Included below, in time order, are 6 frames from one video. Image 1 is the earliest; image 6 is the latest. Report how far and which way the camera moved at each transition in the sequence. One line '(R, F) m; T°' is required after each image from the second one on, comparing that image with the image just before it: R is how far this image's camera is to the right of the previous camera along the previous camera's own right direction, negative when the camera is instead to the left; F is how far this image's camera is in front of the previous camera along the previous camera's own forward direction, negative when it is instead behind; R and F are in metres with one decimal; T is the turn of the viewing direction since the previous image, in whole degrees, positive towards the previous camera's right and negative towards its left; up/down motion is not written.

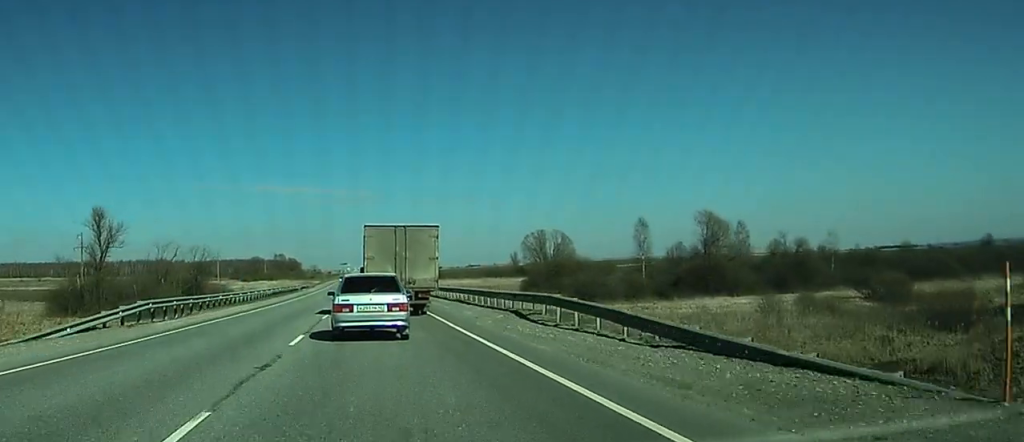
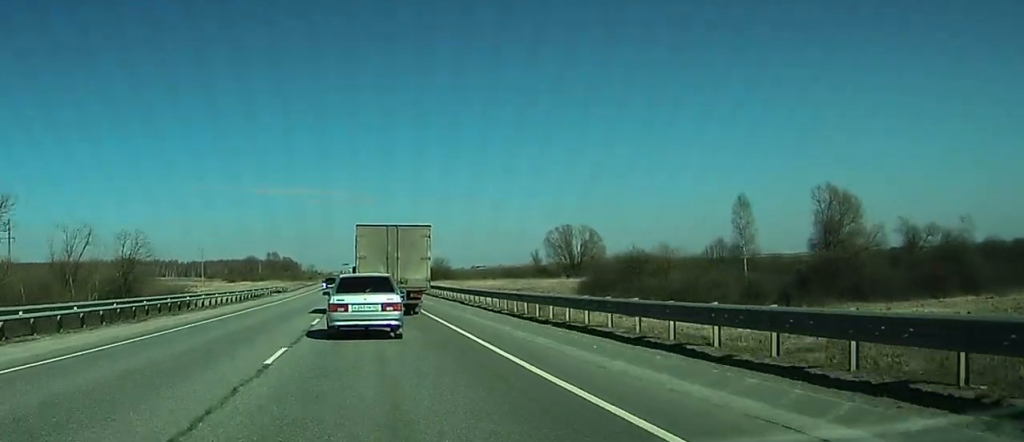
(-0.1, +43.1) m; -1°
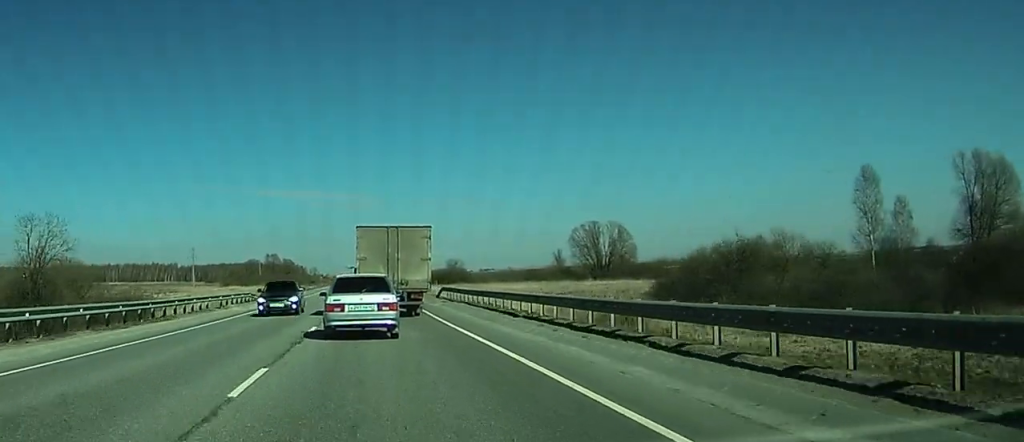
(-0.3, +29.8) m; -1°
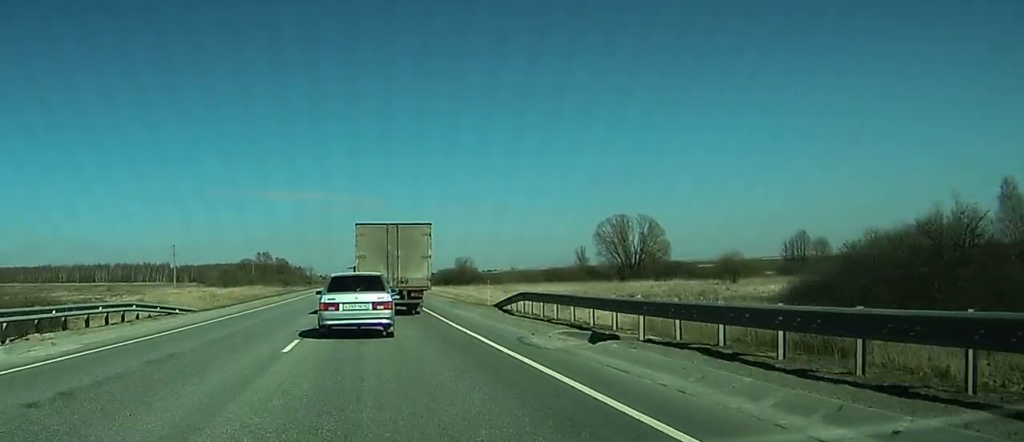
(0.0, +32.0) m; 0°
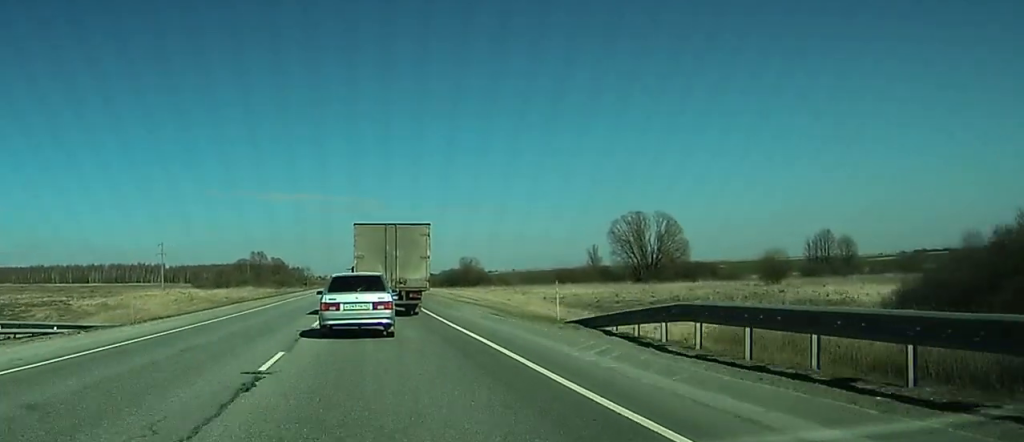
(0.0, +15.9) m; 0°
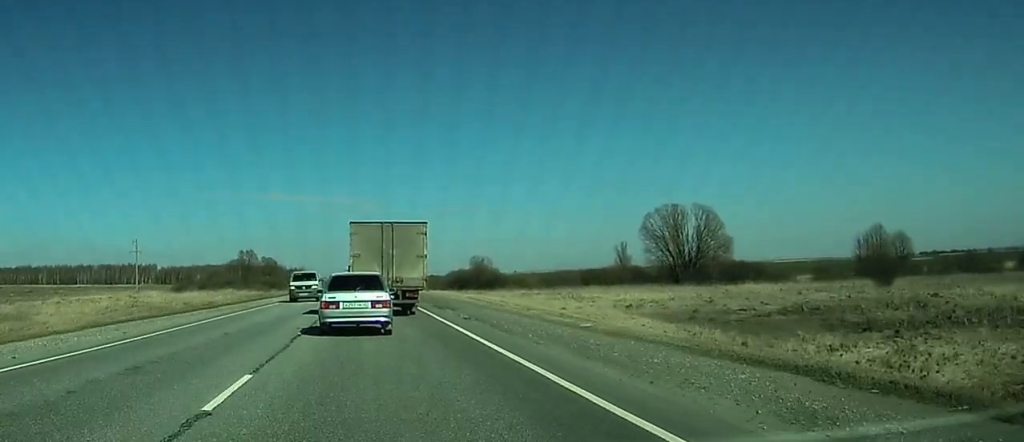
(-0.1, +29.5) m; 0°
